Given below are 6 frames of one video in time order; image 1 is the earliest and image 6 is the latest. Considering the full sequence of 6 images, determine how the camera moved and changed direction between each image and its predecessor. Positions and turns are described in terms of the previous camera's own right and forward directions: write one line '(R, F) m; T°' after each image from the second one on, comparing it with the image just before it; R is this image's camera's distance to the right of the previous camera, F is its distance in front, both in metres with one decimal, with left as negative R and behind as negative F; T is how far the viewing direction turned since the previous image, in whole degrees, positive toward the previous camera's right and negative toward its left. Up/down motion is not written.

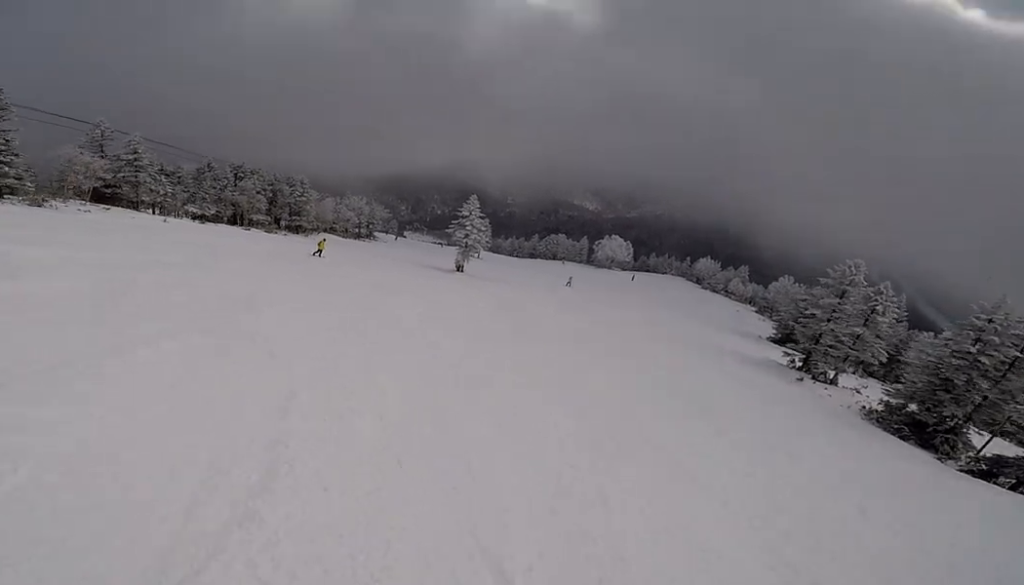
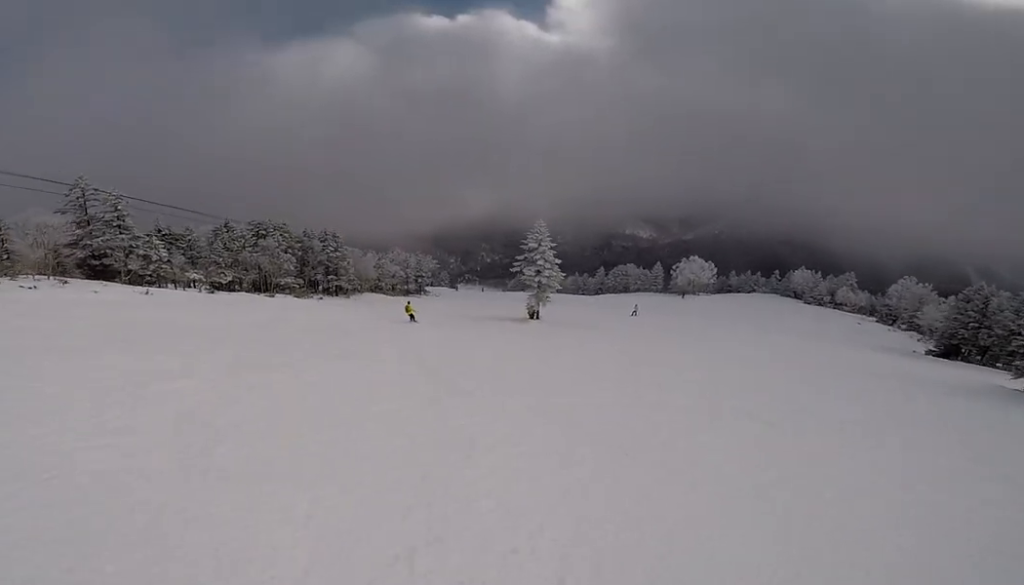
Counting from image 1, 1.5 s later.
(-1.2, +8.1) m; -16°
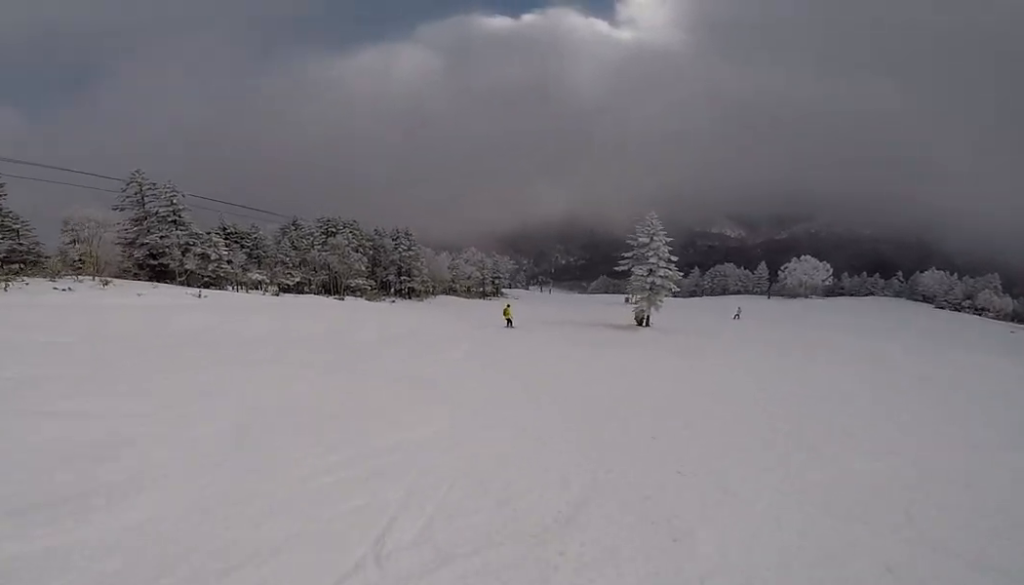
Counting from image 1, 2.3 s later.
(-0.3, +3.8) m; -3°
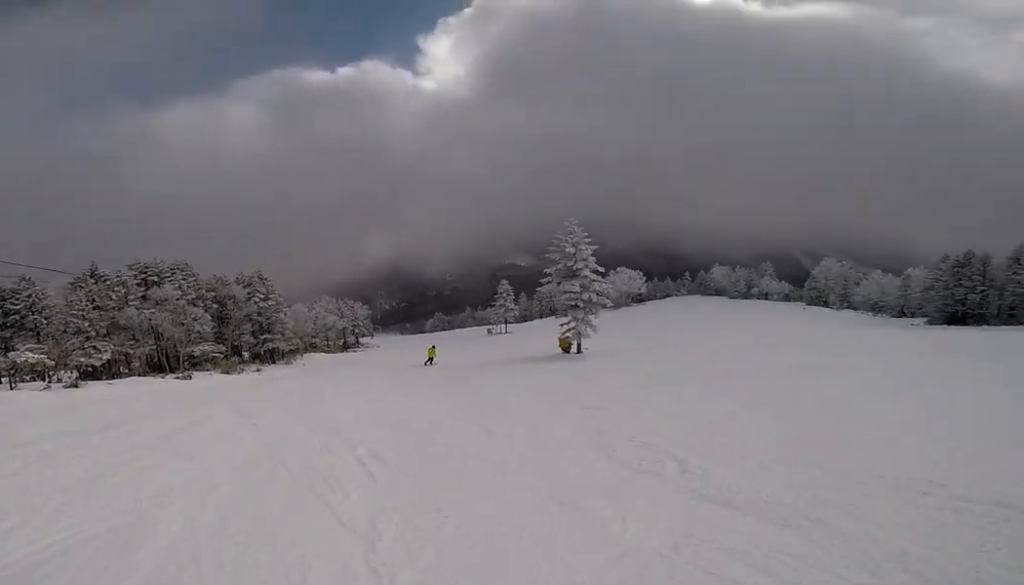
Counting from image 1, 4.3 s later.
(+0.4, +9.7) m; +28°
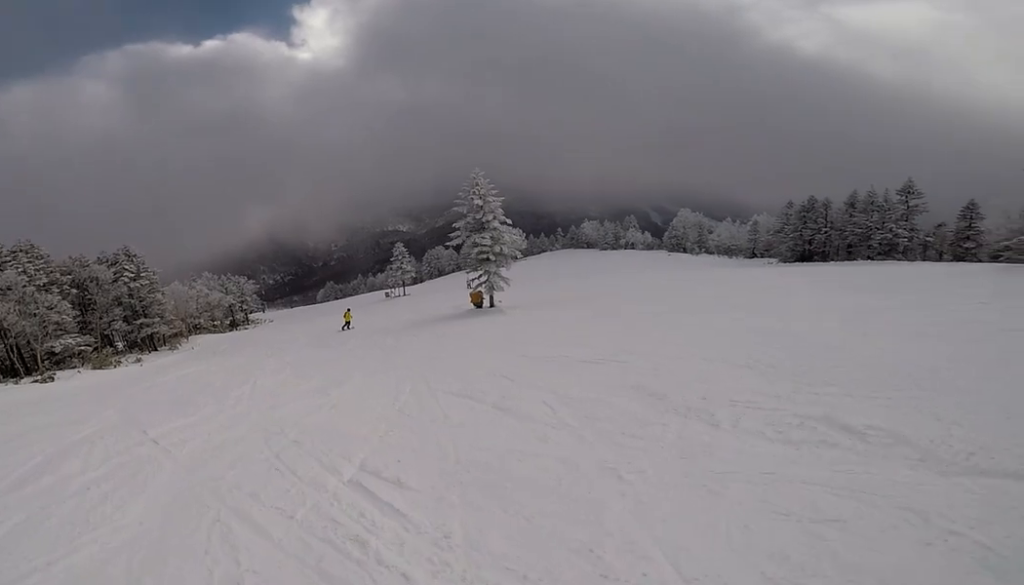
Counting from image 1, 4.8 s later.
(+0.8, +2.4) m; +11°
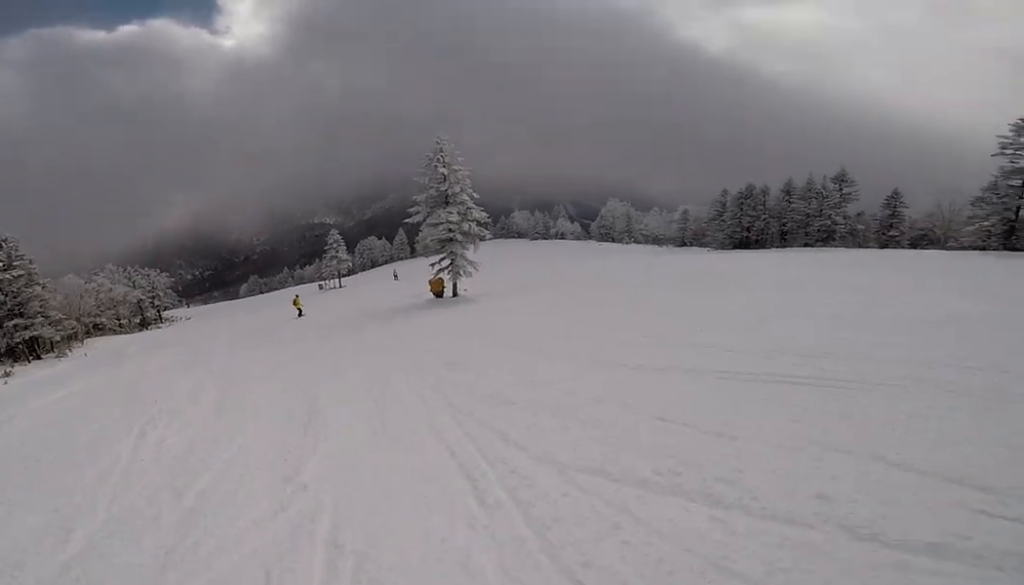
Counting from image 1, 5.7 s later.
(+0.9, +4.5) m; +9°
